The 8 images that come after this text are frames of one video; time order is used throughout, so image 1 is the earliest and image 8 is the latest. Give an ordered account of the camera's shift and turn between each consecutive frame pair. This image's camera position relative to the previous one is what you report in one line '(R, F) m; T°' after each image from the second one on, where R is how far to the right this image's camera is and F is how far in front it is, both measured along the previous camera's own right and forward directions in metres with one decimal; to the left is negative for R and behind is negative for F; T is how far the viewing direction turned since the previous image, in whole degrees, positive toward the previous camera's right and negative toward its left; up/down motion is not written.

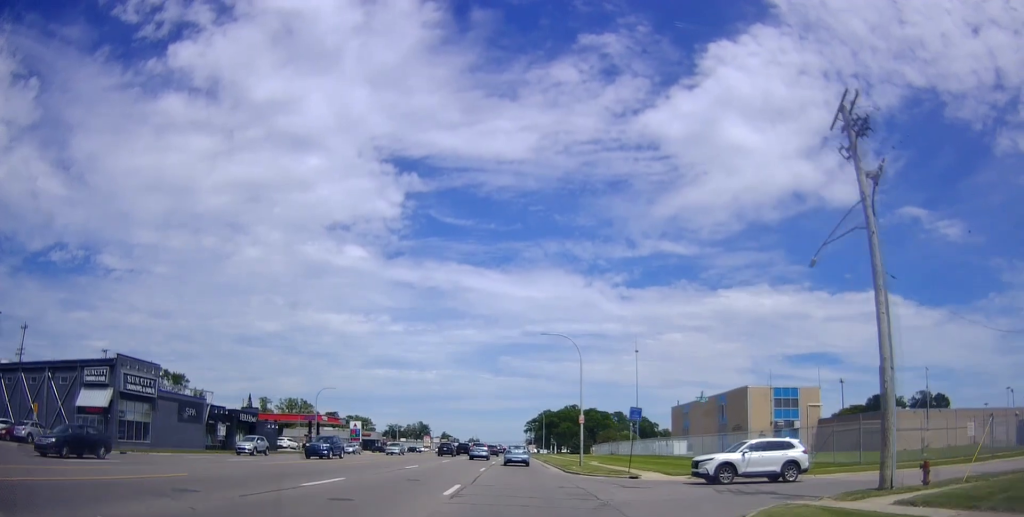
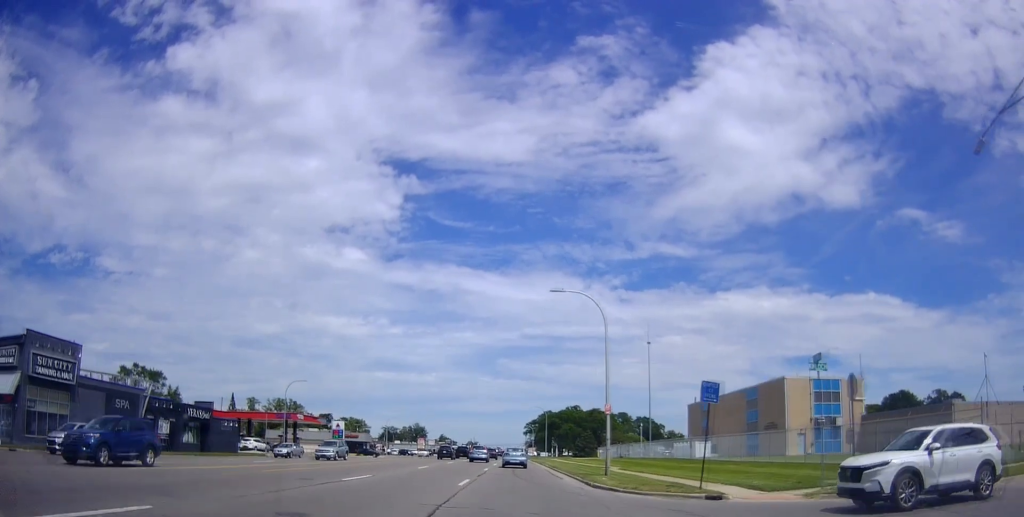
(-0.1, +11.1) m; -1°
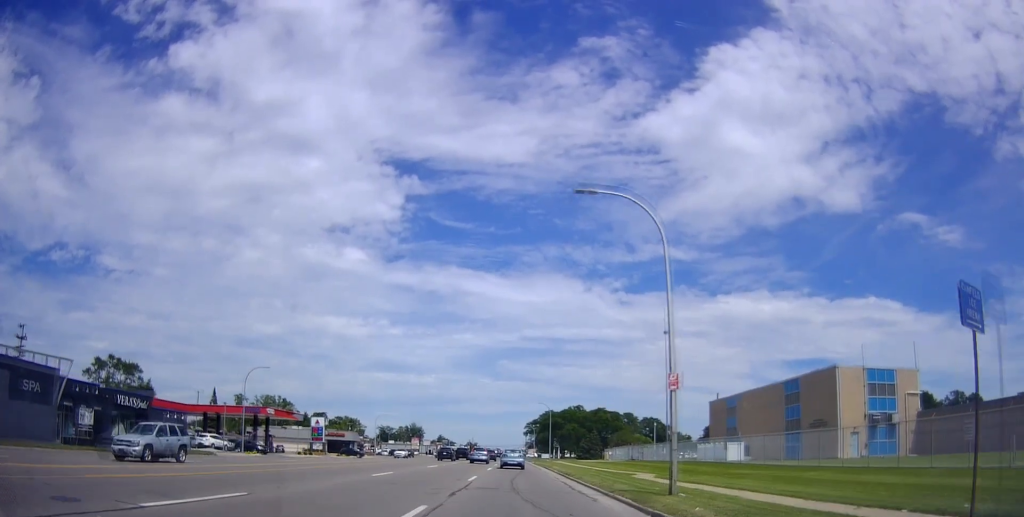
(-0.3, +11.3) m; 0°
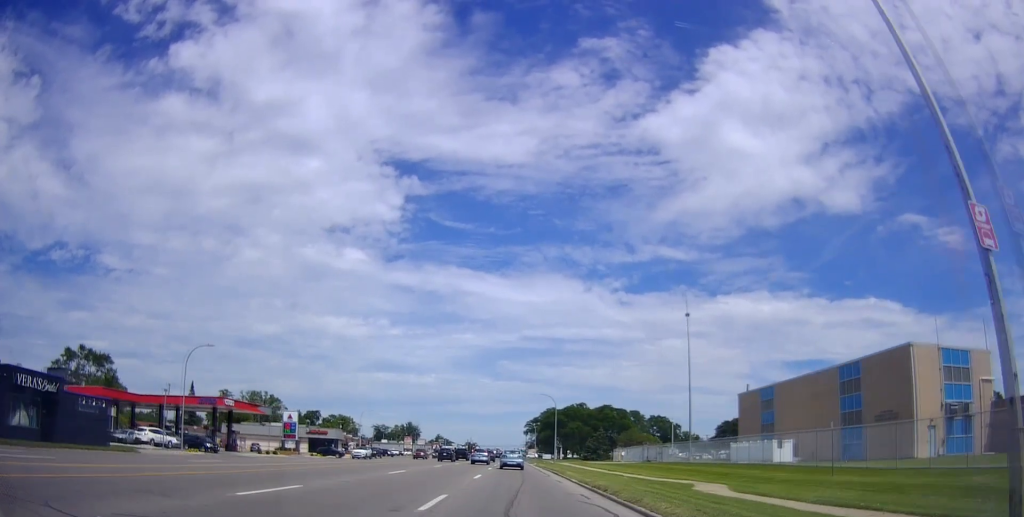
(+0.3, +11.9) m; +1°
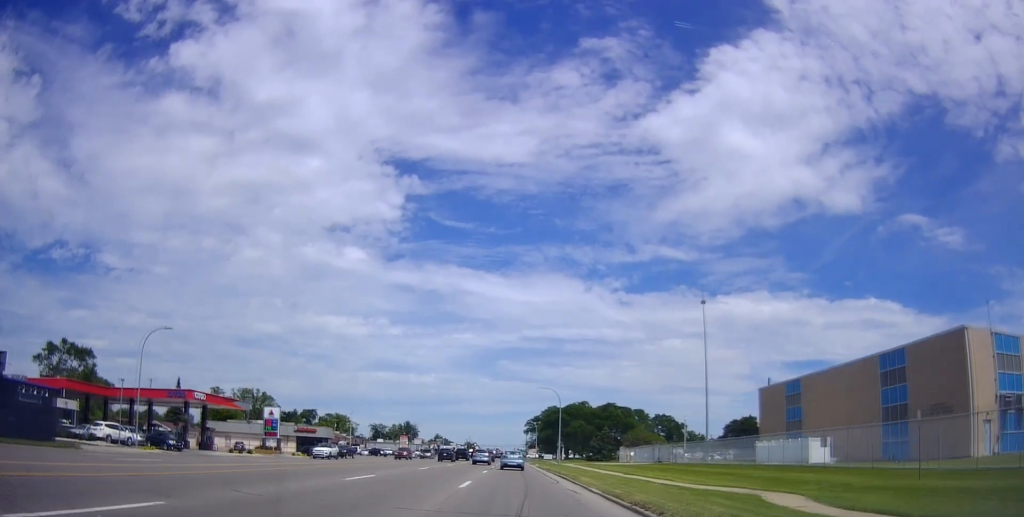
(0.0, +6.8) m; 0°
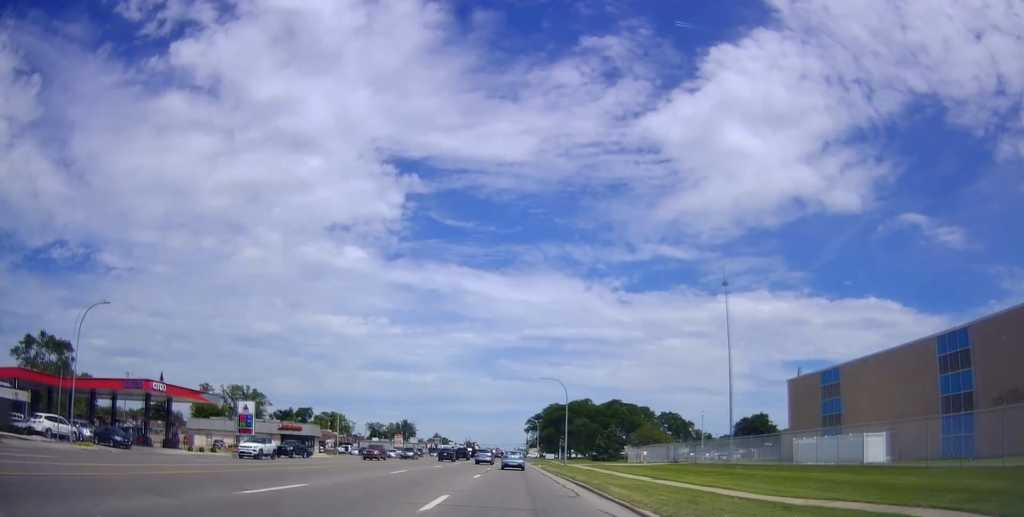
(0.0, +7.9) m; 0°
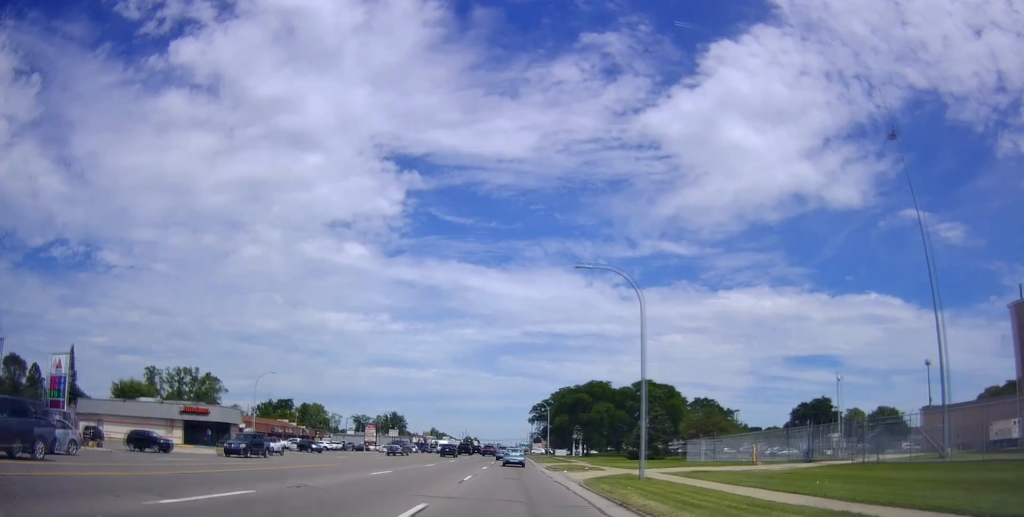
(-1.0, +33.5) m; -2°
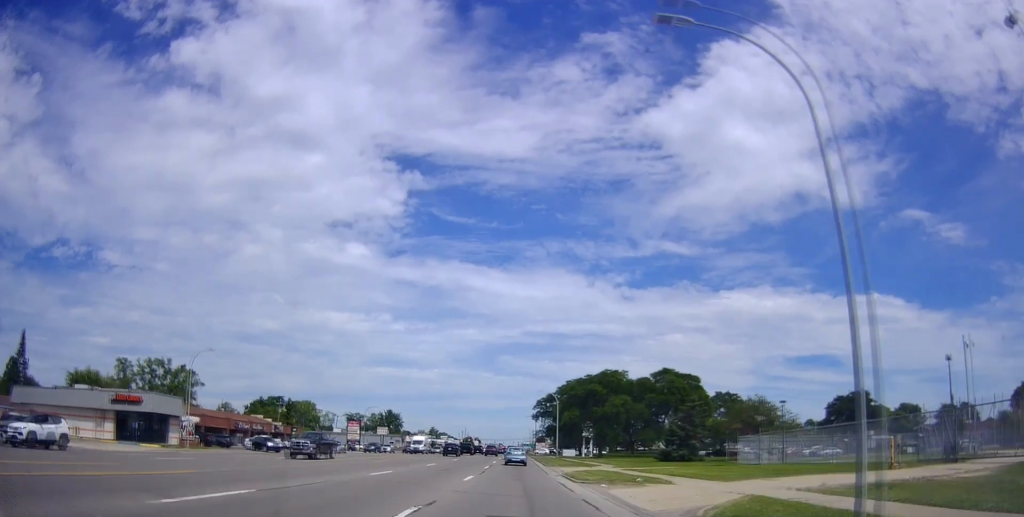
(+0.4, +15.2) m; 0°
